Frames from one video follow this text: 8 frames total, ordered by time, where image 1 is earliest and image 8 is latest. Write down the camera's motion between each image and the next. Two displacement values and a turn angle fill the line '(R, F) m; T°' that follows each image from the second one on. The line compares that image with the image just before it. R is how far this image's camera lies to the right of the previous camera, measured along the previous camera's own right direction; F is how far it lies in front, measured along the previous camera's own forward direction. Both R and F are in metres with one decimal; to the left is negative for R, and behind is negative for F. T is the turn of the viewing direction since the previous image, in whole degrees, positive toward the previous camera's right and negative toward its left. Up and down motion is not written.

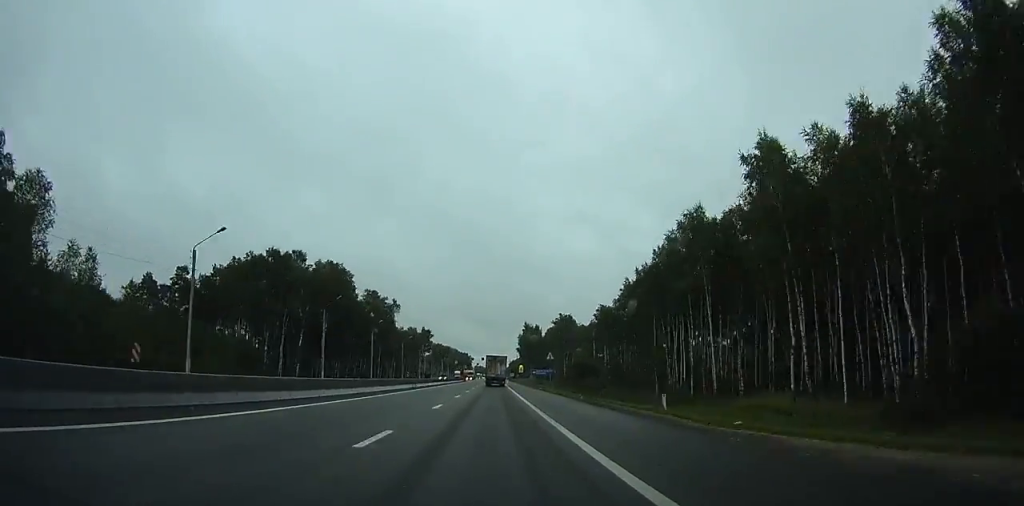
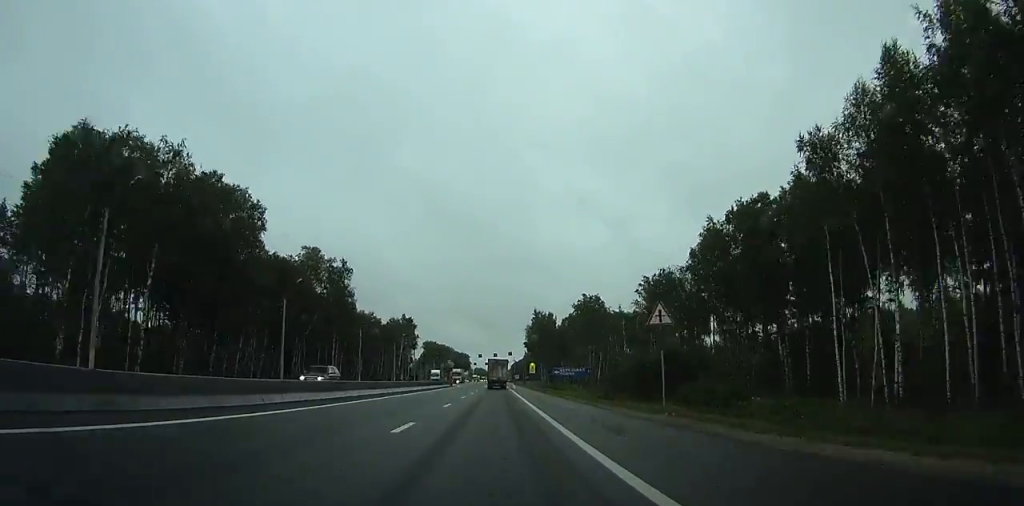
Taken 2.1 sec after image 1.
(+0.1, +38.6) m; 0°
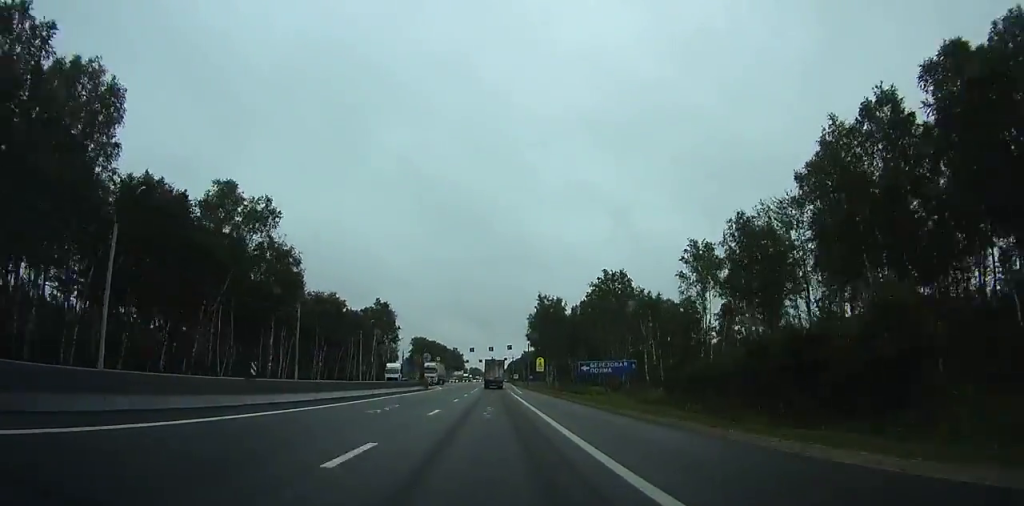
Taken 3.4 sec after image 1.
(0.0, +24.6) m; 0°
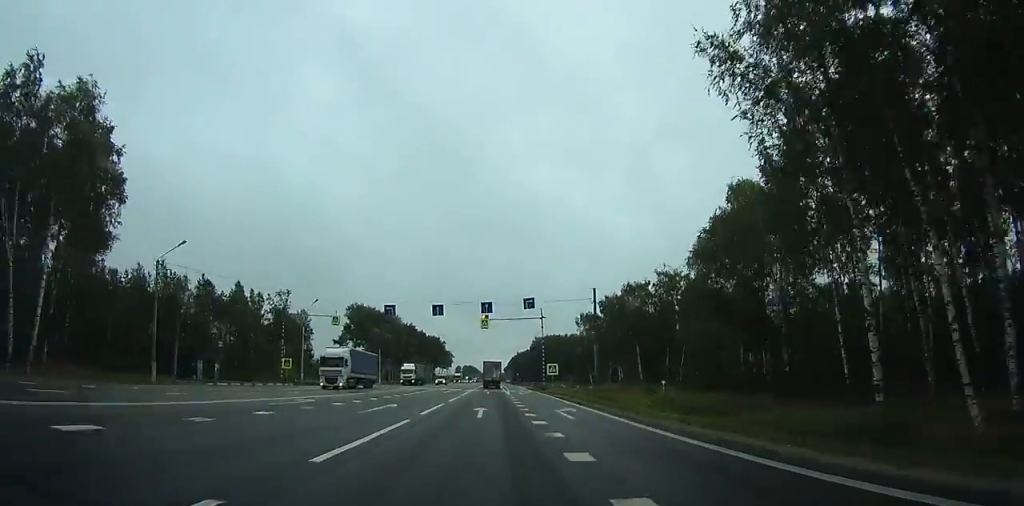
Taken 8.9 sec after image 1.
(+0.5, +122.9) m; 0°
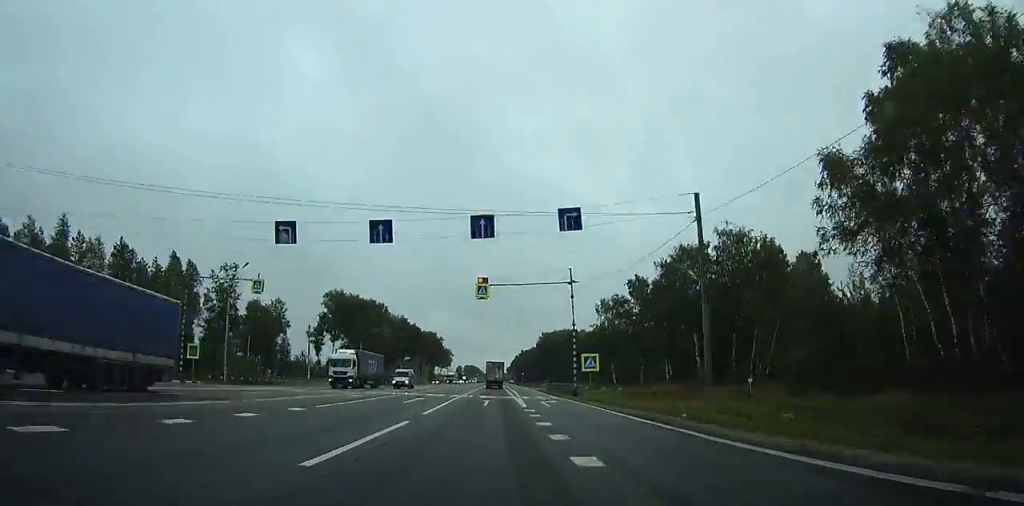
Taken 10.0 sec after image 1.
(0.0, +27.3) m; 0°
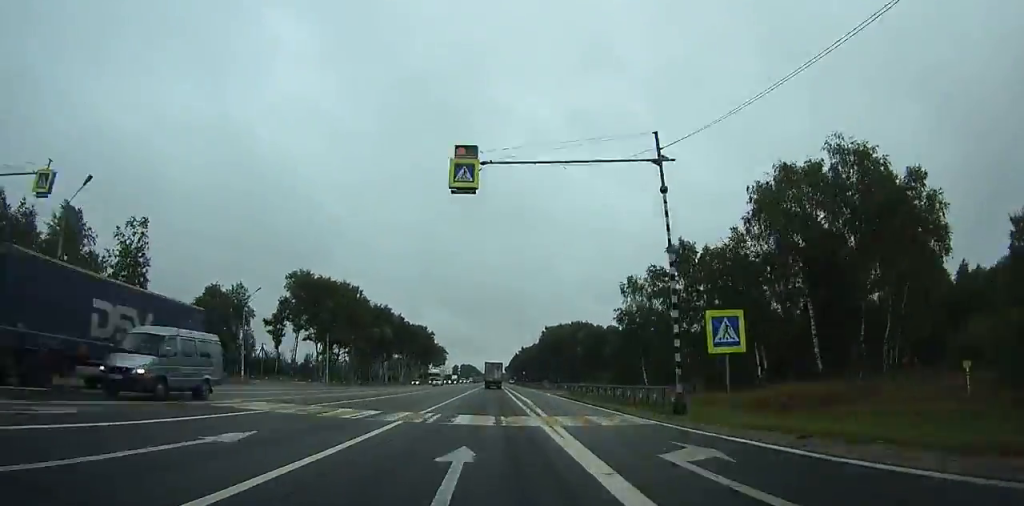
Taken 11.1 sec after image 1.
(0.0, +27.8) m; 0°
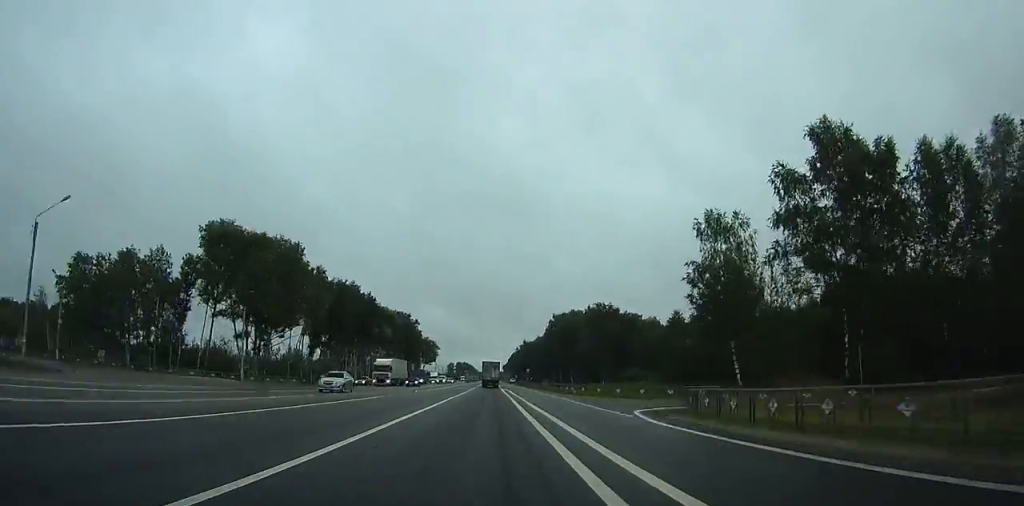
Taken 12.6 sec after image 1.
(0.0, +37.9) m; 0°
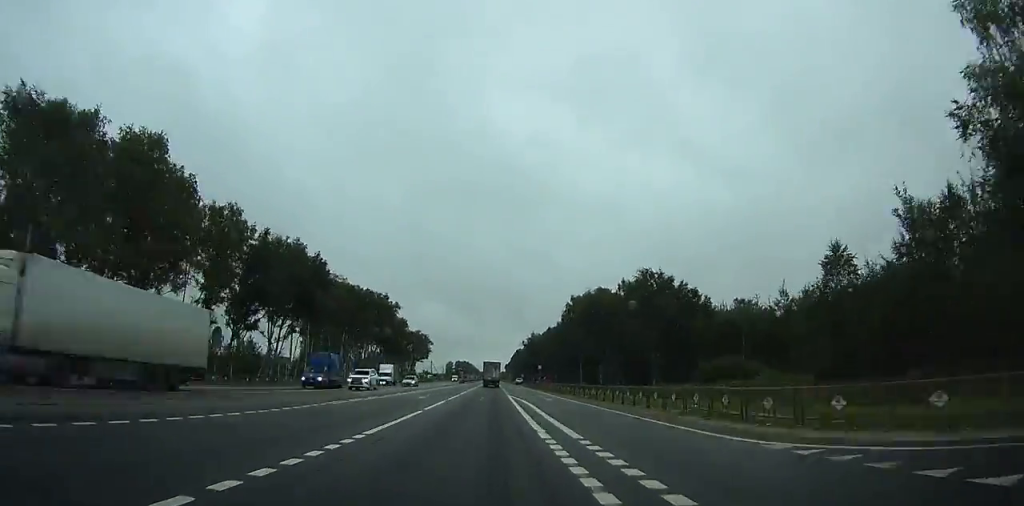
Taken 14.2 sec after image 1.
(+0.1, +37.0) m; 0°
